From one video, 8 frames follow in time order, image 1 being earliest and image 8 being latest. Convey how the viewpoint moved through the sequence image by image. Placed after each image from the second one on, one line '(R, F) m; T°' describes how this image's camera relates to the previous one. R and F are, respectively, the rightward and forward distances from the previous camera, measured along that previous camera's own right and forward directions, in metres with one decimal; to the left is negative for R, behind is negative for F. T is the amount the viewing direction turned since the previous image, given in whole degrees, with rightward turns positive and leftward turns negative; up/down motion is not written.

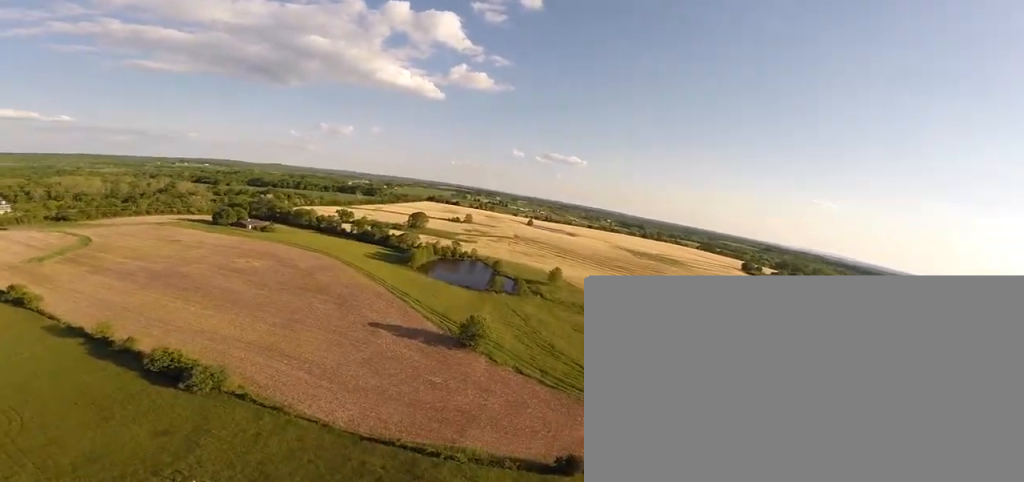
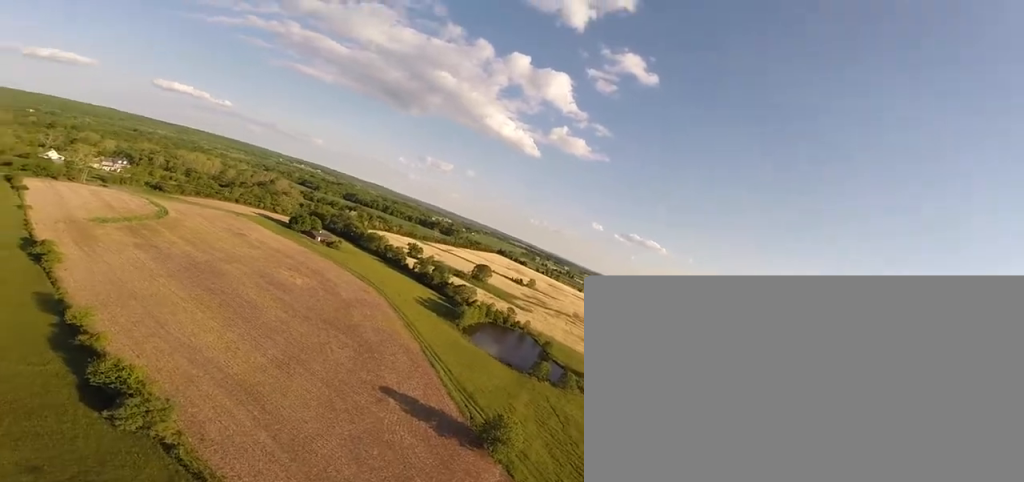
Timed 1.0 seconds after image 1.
(-1.7, +21.7) m; -14°
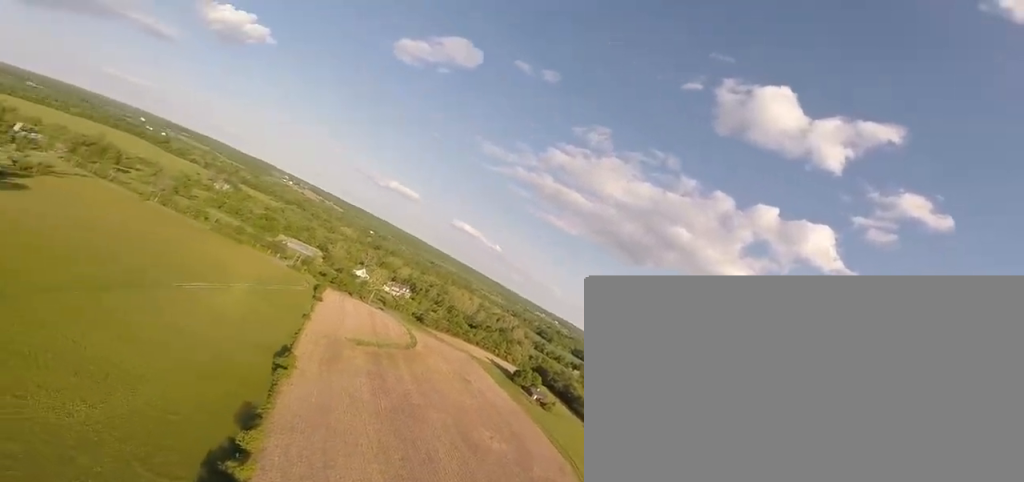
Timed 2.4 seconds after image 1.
(-5.6, +26.1) m; -29°
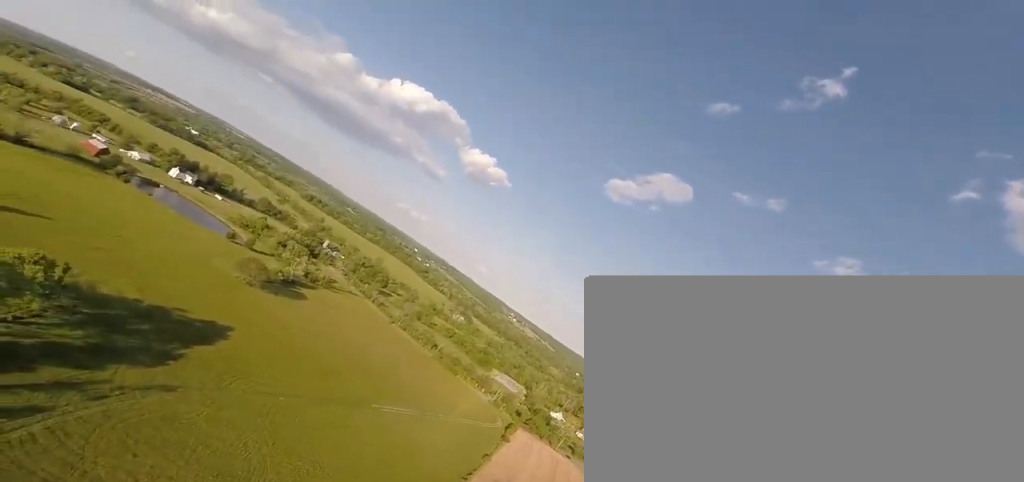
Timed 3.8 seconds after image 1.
(-6.0, +20.4) m; -30°
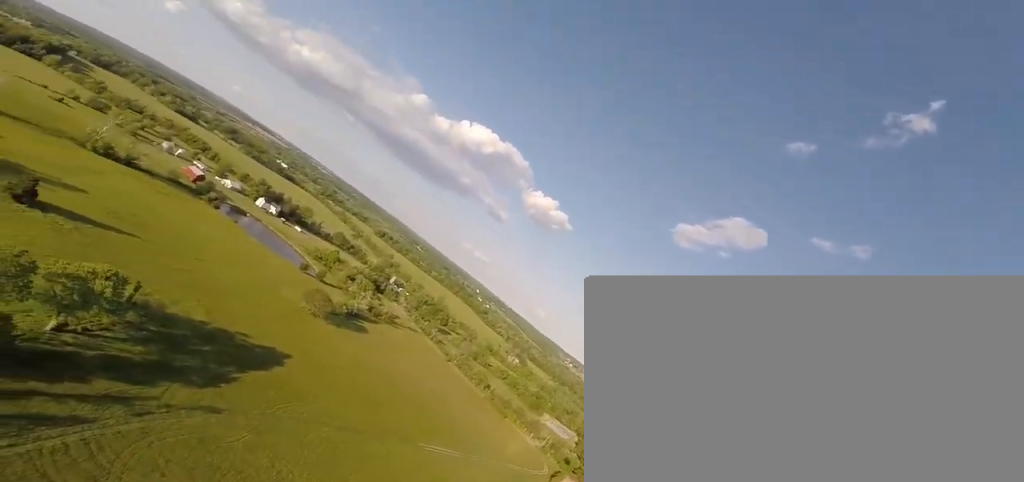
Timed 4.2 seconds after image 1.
(-0.5, +3.6) m; -10°
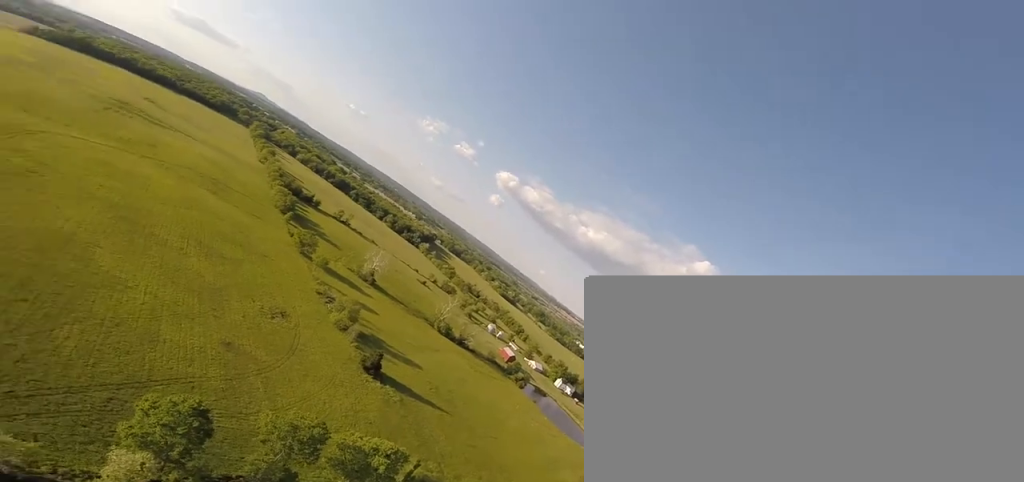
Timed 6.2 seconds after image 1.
(-9.0, +19.3) m; -58°
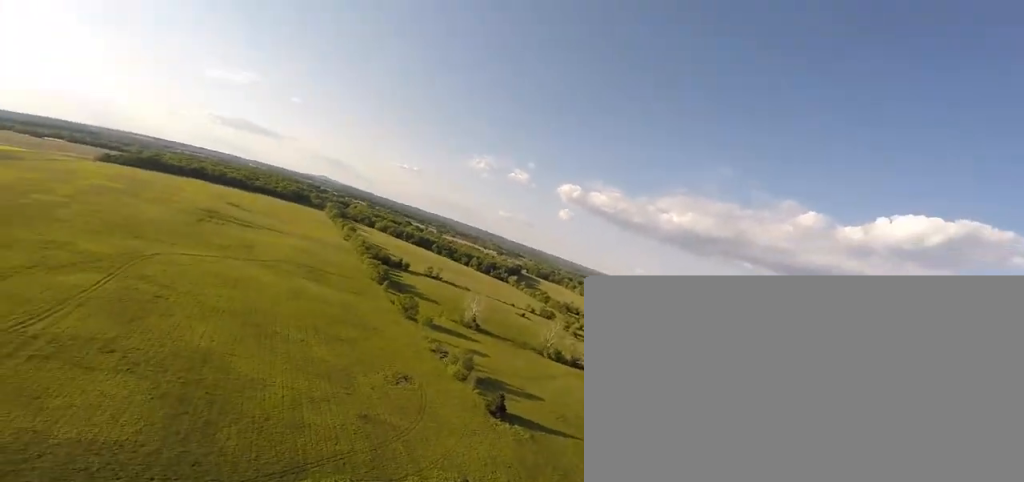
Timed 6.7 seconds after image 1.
(-0.5, +5.4) m; -19°
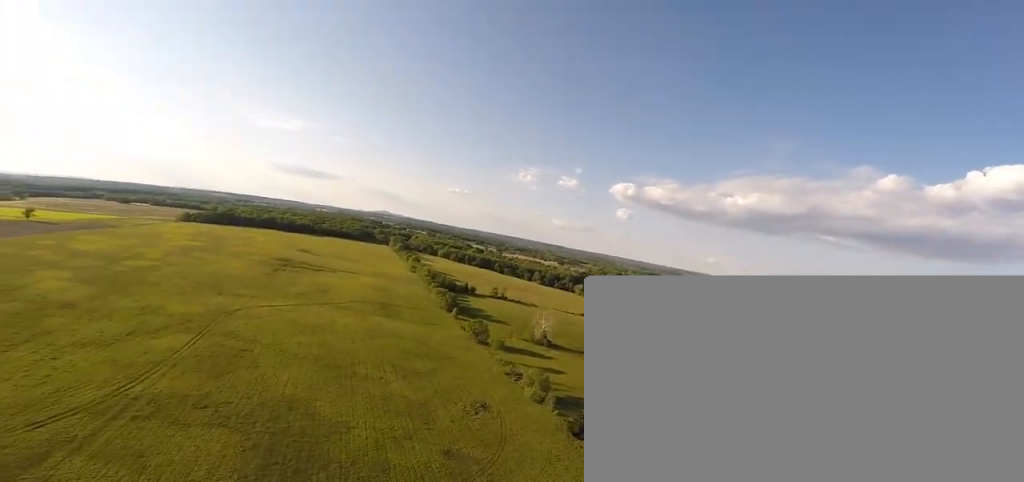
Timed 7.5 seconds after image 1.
(-2.3, +6.6) m; -17°
